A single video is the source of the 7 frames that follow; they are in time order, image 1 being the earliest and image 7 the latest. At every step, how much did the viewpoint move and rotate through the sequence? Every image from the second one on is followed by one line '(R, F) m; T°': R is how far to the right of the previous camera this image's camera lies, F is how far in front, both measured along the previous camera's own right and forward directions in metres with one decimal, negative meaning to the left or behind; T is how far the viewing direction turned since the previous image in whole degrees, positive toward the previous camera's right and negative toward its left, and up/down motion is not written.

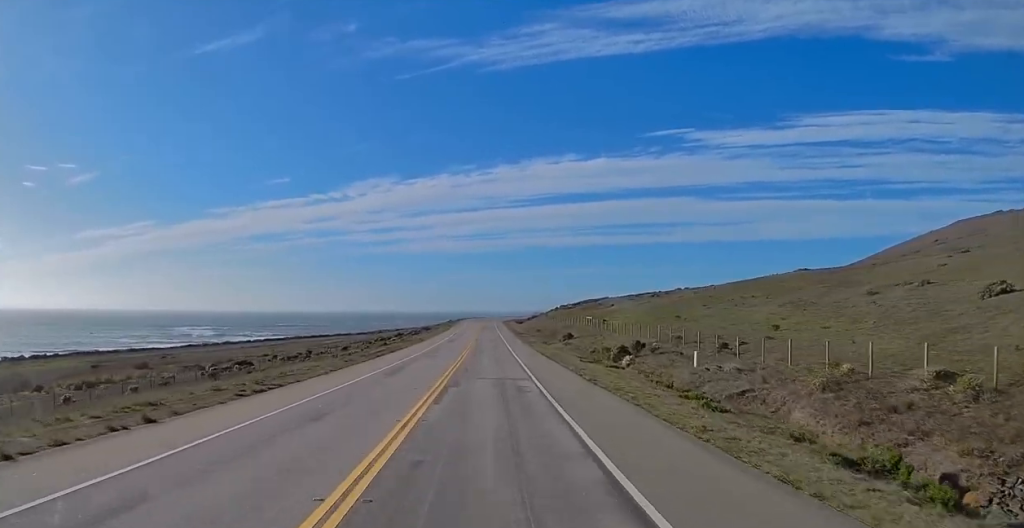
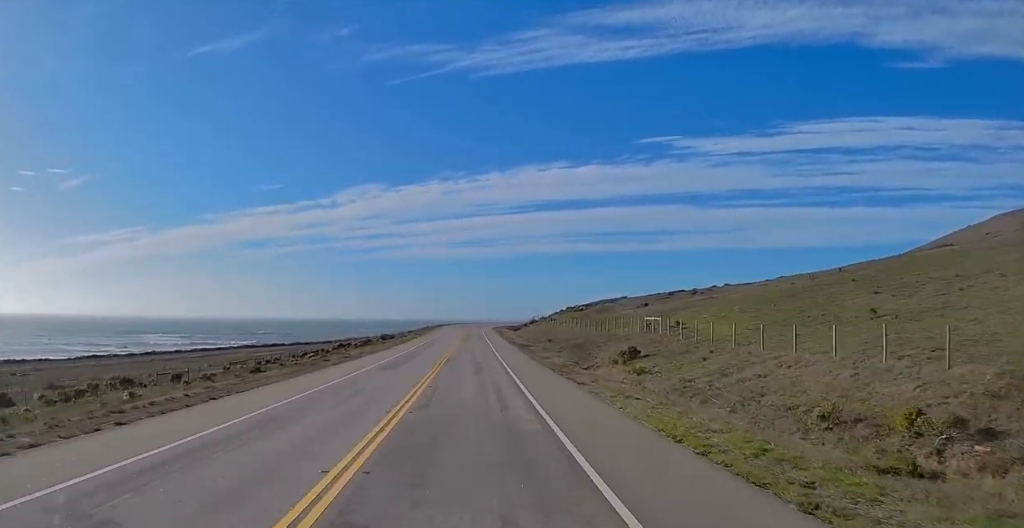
(-0.3, +43.9) m; +4°
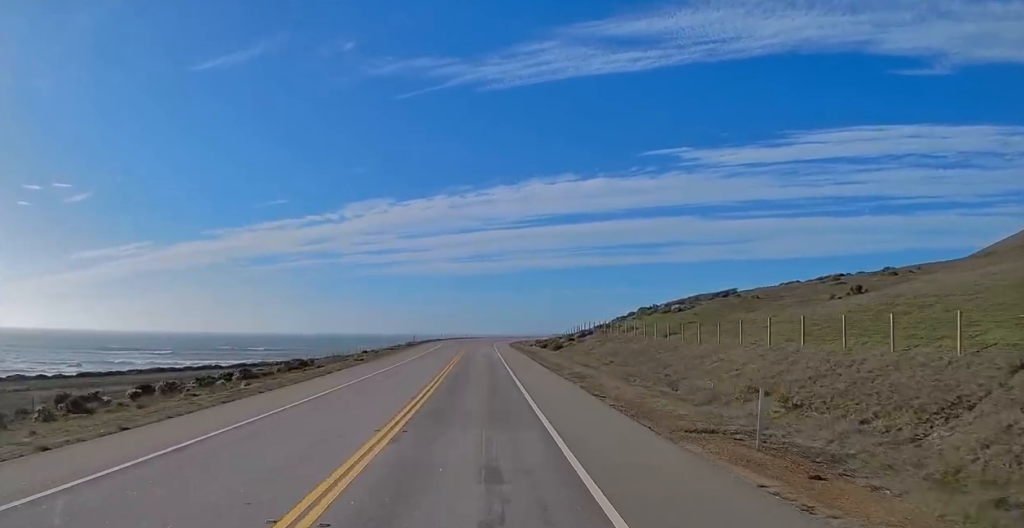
(-0.8, +59.4) m; -8°
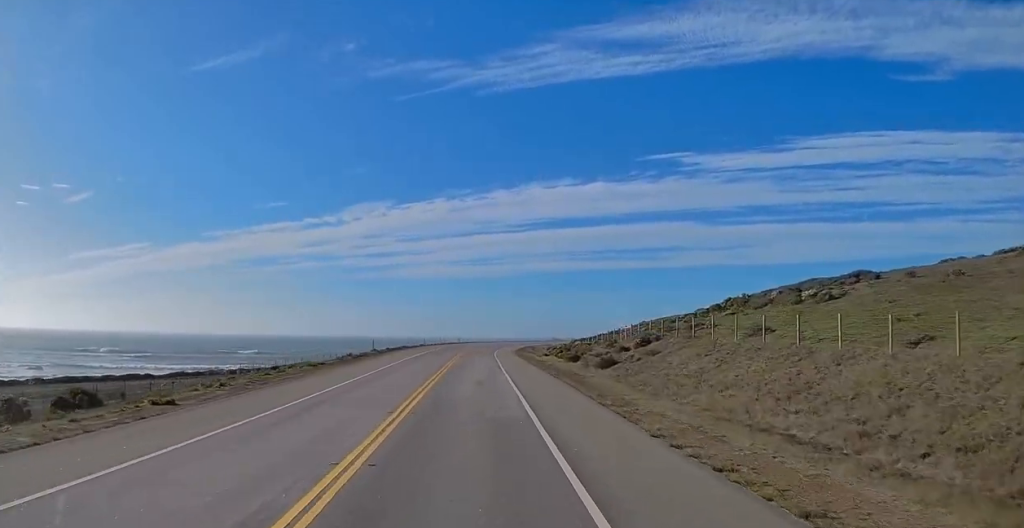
(+1.1, +30.7) m; +5°
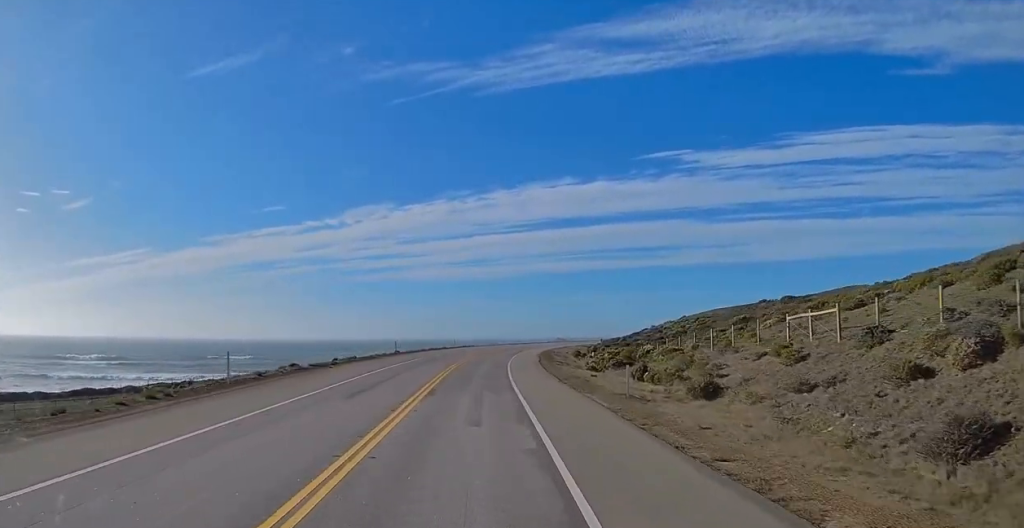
(+0.3, +35.9) m; 0°
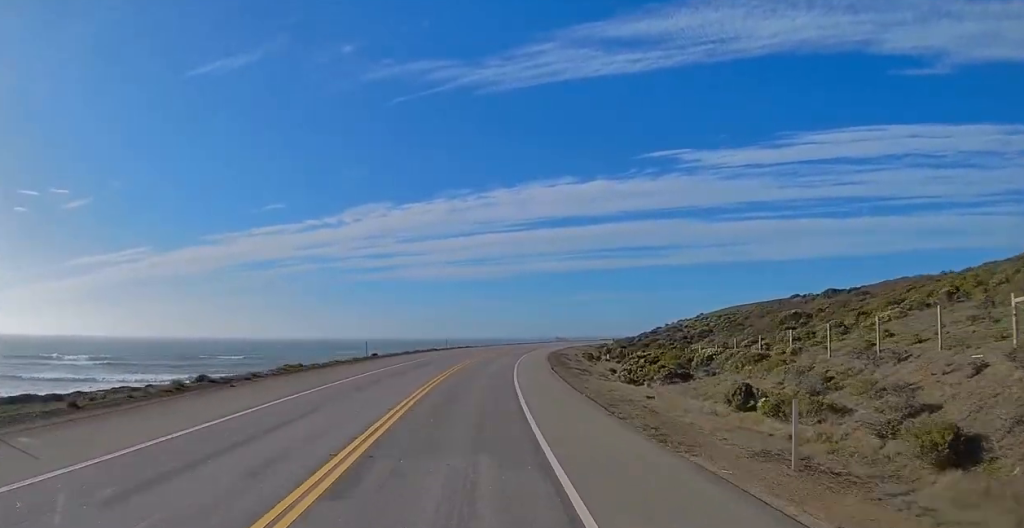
(0.0, +14.8) m; 0°
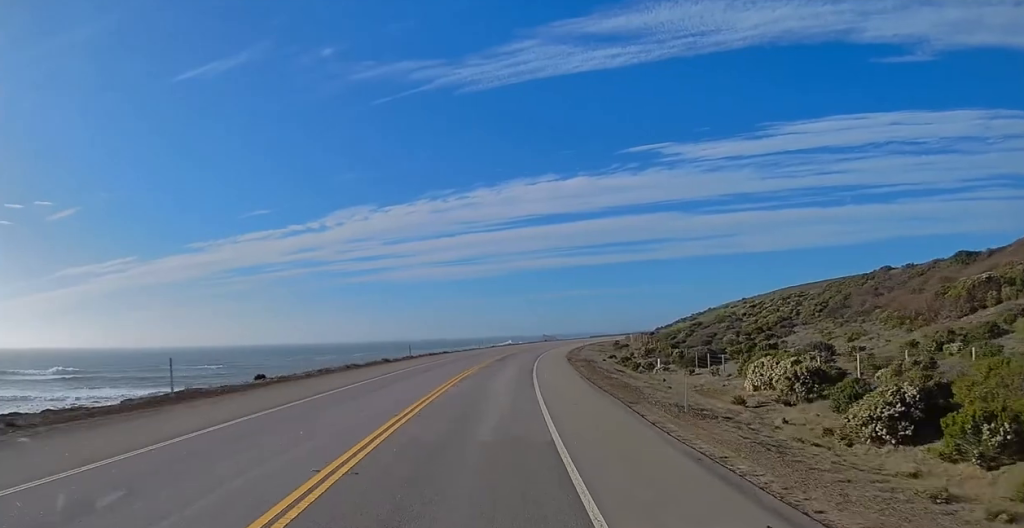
(+0.1, +30.7) m; +2°
